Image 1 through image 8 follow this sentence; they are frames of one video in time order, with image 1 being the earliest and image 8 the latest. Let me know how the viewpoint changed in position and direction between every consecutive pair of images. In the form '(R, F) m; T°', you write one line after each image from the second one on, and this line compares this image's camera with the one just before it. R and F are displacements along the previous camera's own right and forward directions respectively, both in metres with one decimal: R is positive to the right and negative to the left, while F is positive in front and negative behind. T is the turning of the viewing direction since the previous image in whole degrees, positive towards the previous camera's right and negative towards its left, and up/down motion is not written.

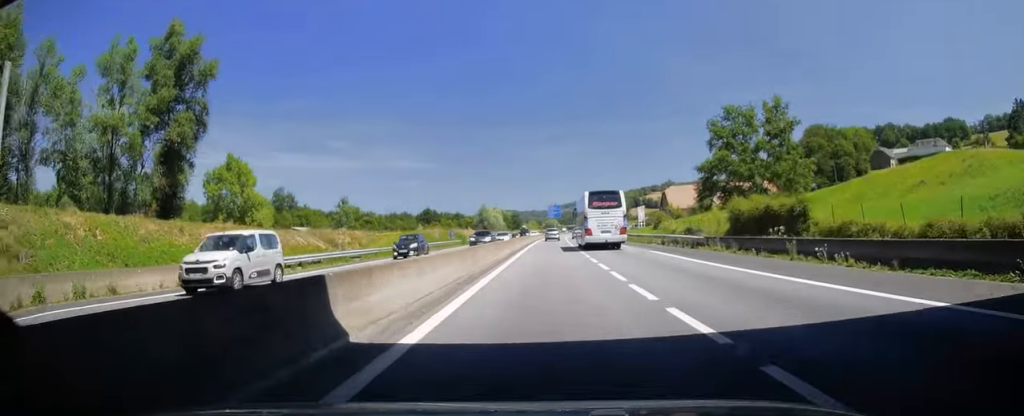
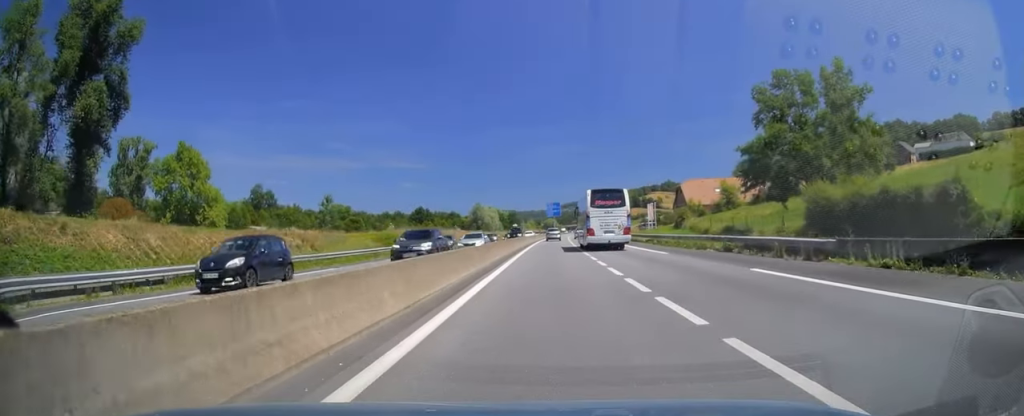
(0.0, +16.4) m; 0°
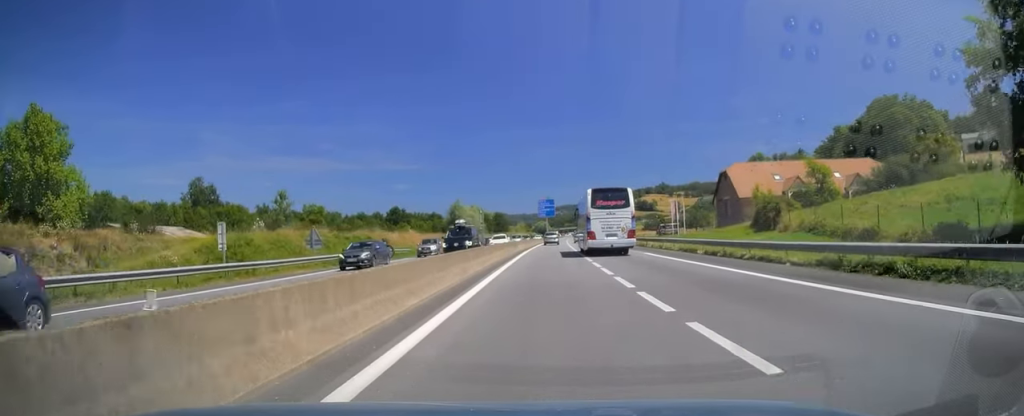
(+0.3, +33.7) m; +1°
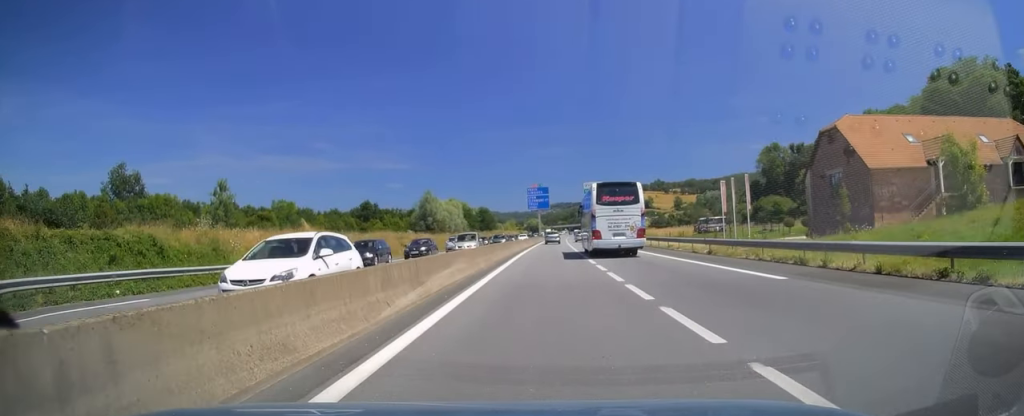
(+0.1, +33.8) m; 0°
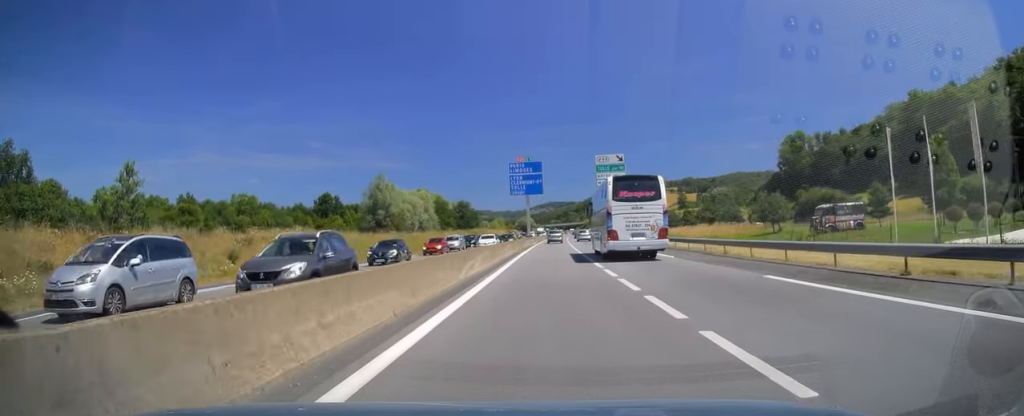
(+0.1, +37.9) m; +1°
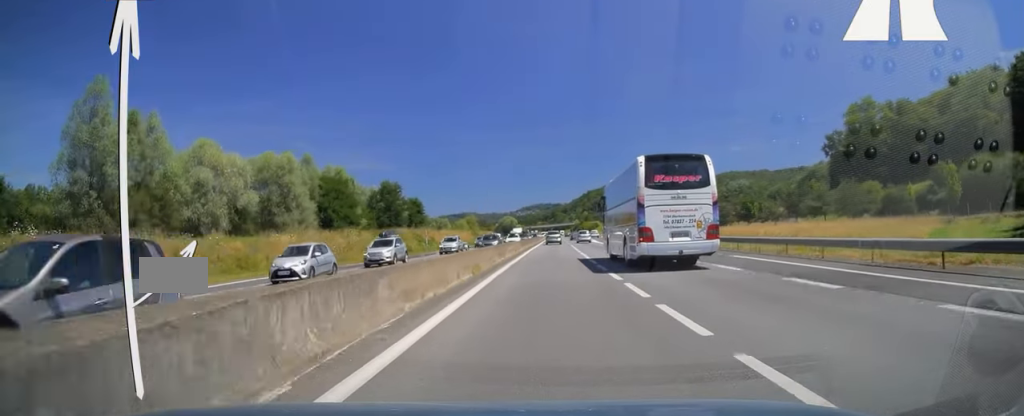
(+0.6, +72.3) m; +1°
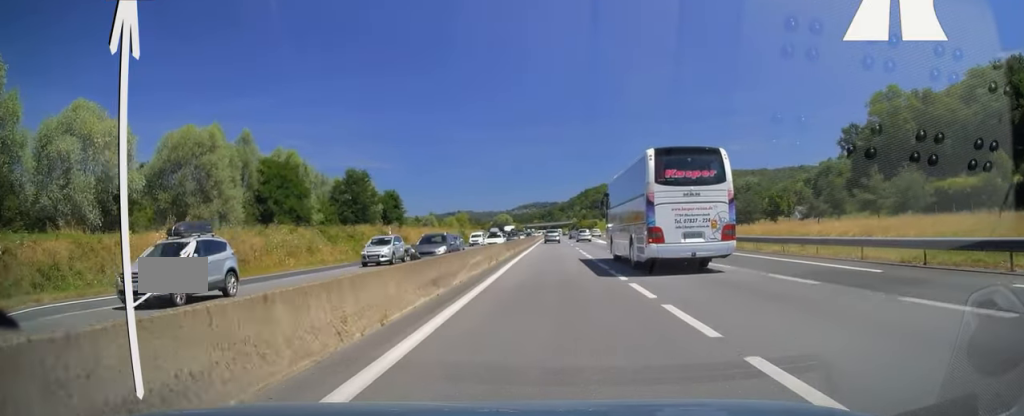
(+0.2, +17.9) m; 0°
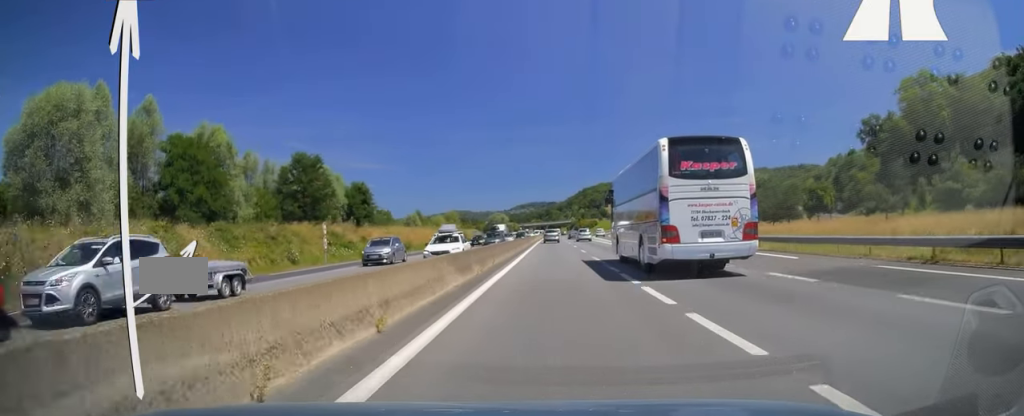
(+0.1, +19.0) m; +1°
